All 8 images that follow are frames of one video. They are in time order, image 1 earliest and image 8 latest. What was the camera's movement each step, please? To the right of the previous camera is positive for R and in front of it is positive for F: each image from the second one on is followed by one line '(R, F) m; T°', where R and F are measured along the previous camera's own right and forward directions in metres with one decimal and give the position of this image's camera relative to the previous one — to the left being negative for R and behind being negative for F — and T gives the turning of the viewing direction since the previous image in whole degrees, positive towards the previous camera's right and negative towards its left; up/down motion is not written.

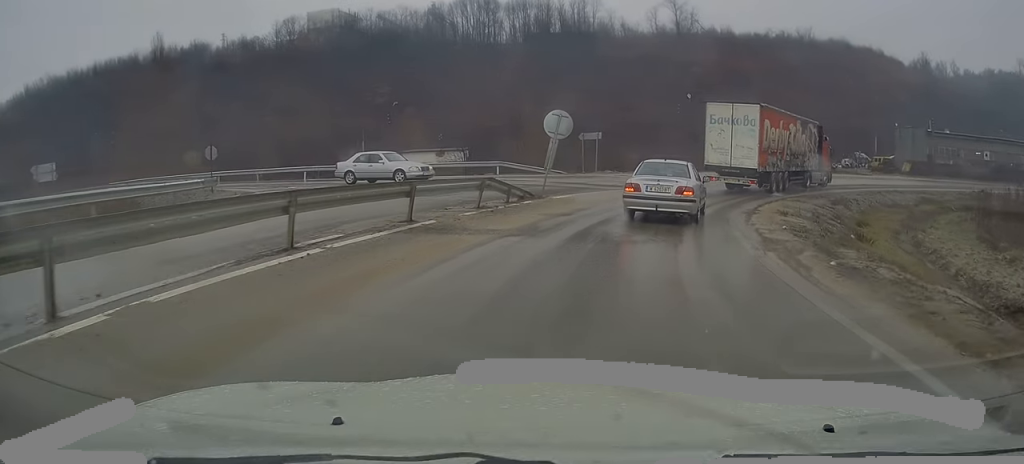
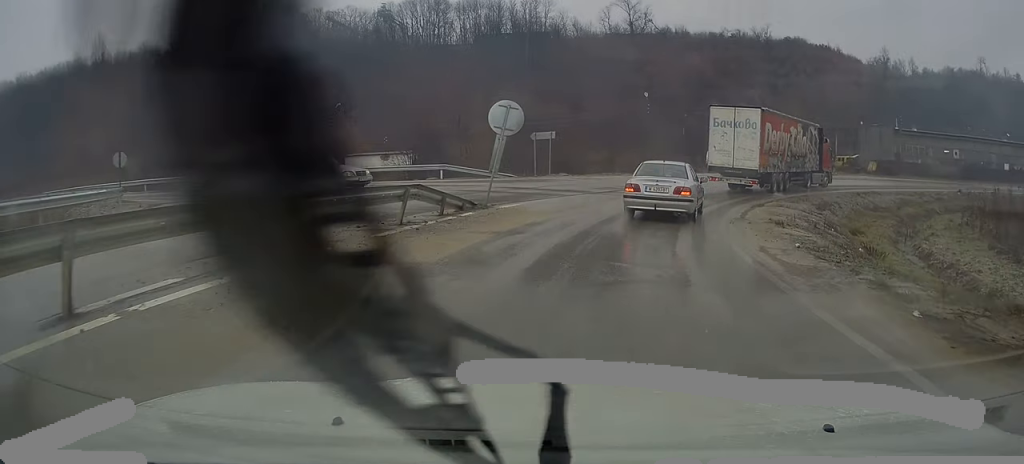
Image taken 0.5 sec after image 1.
(0.0, +3.8) m; +3°
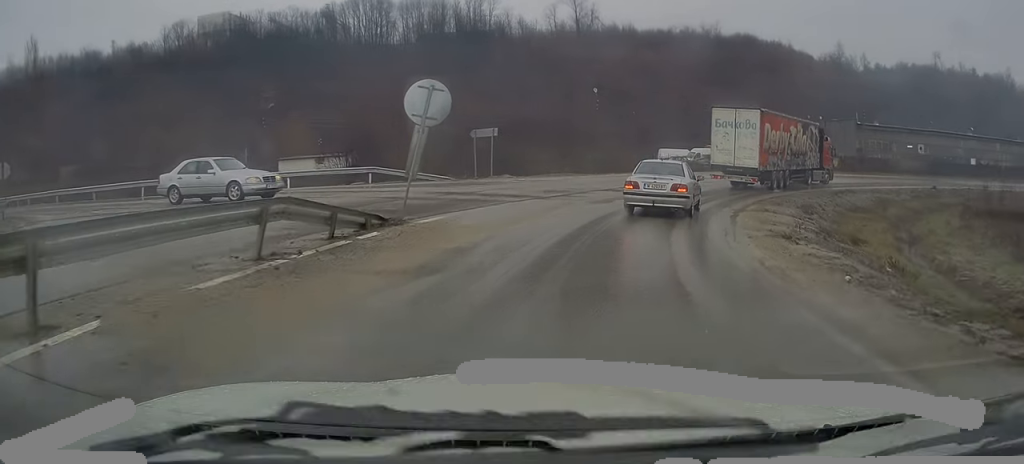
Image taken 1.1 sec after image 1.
(+0.2, +4.2) m; +5°
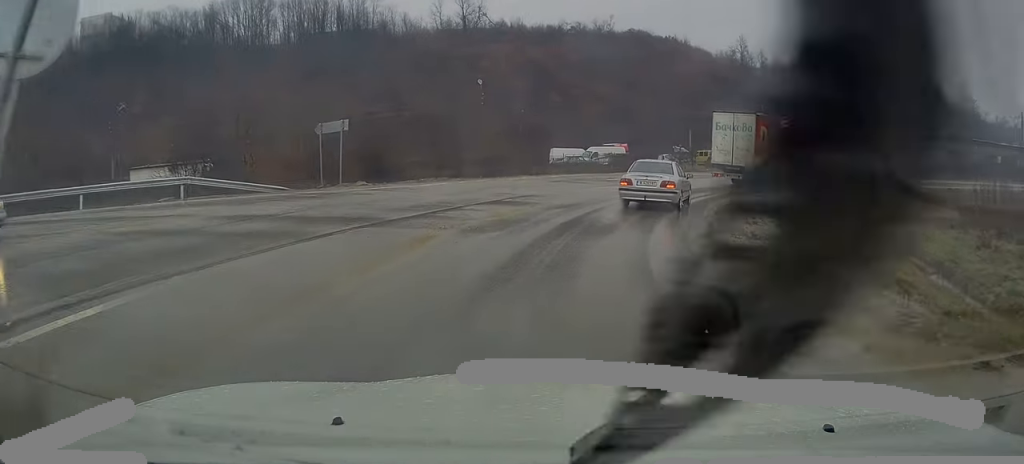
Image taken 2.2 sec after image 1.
(+0.9, +8.5) m; +12°
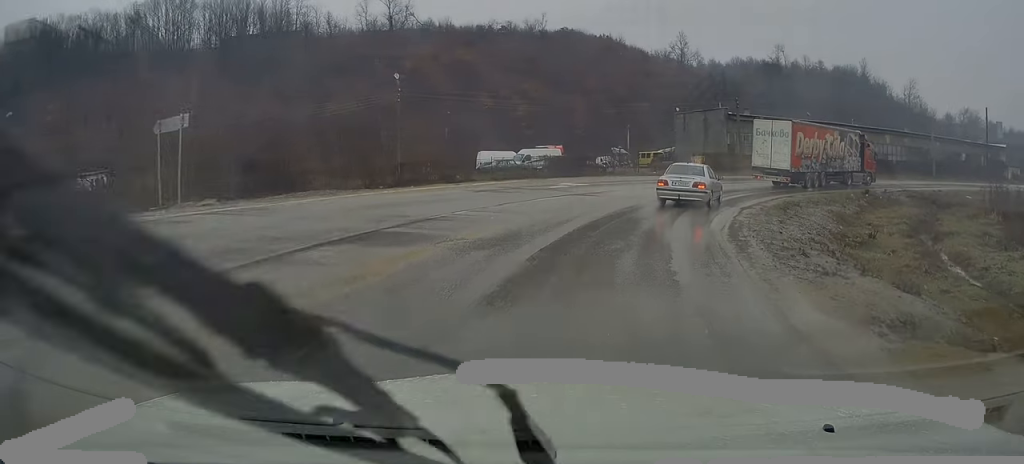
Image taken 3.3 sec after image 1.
(+0.6, +8.0) m; +7°
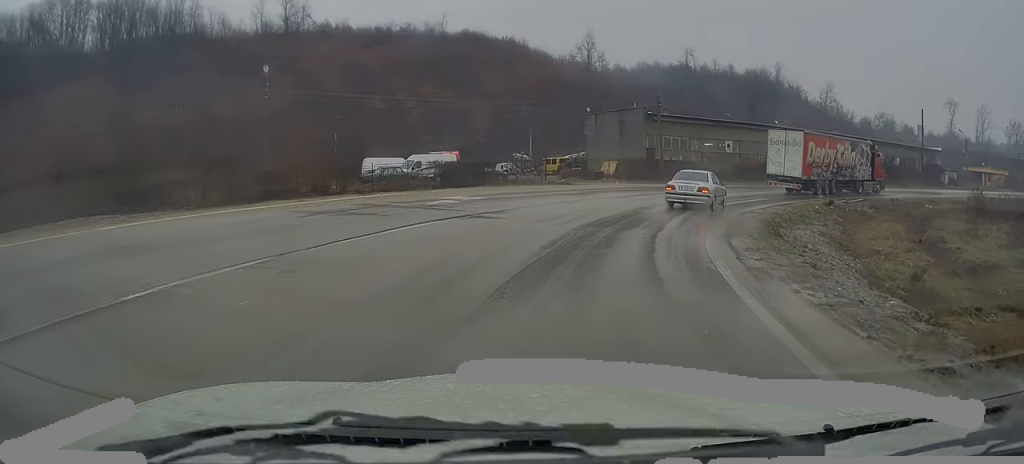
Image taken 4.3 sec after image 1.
(+0.4, +8.4) m; +7°
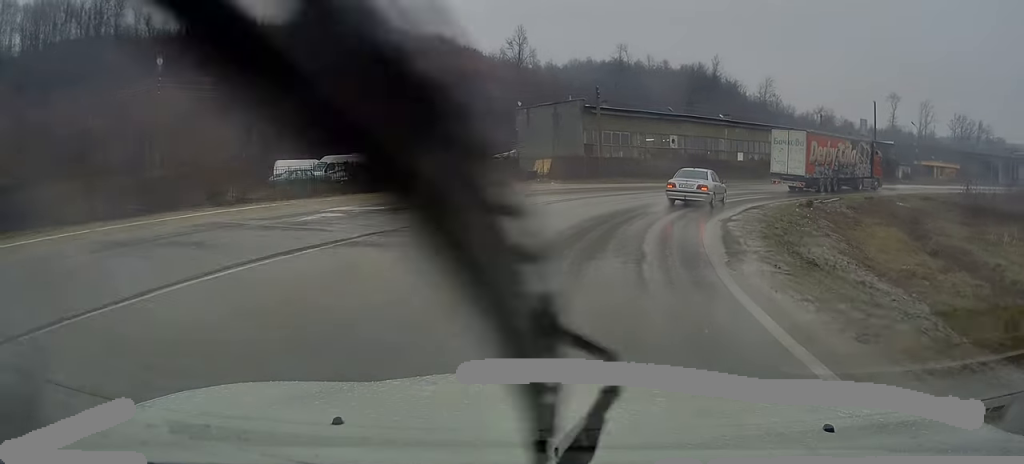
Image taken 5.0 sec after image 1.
(+0.3, +5.7) m; +6°
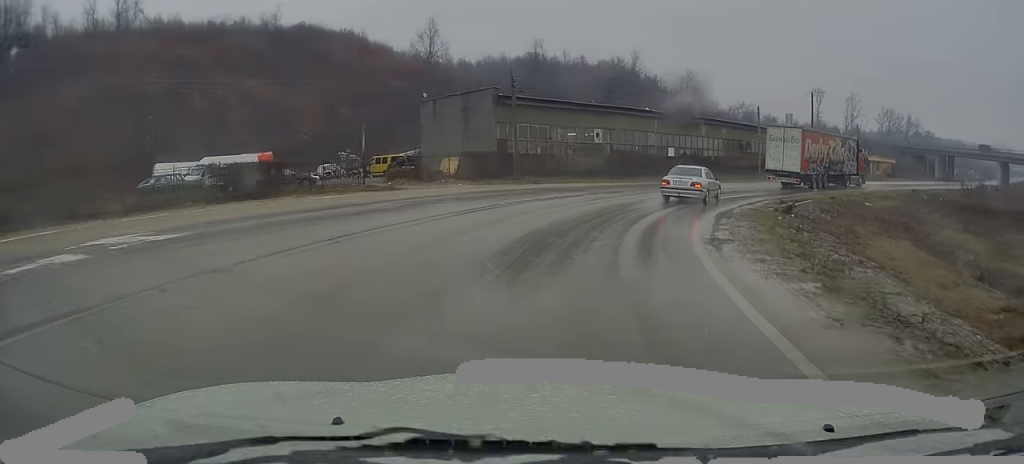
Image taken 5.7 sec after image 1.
(+0.3, +6.8) m; +7°
